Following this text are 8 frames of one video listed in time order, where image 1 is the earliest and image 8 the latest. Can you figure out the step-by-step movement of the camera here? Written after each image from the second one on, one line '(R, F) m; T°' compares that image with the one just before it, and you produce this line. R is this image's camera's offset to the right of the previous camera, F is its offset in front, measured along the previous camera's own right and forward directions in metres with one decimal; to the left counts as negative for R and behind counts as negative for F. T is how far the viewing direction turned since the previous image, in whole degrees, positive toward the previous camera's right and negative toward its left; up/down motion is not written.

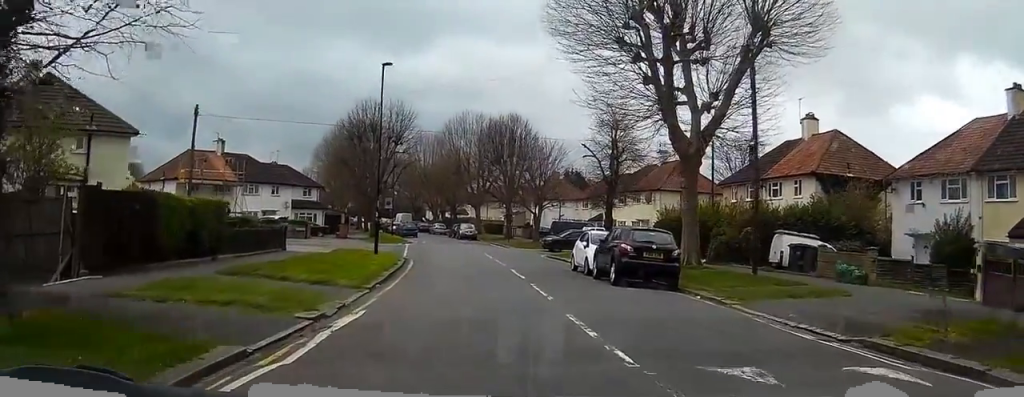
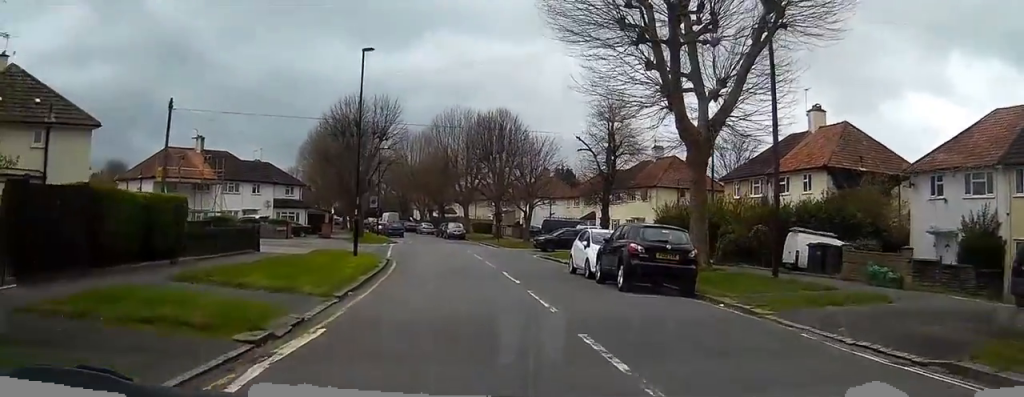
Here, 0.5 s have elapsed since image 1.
(-0.1, +2.4) m; +2°
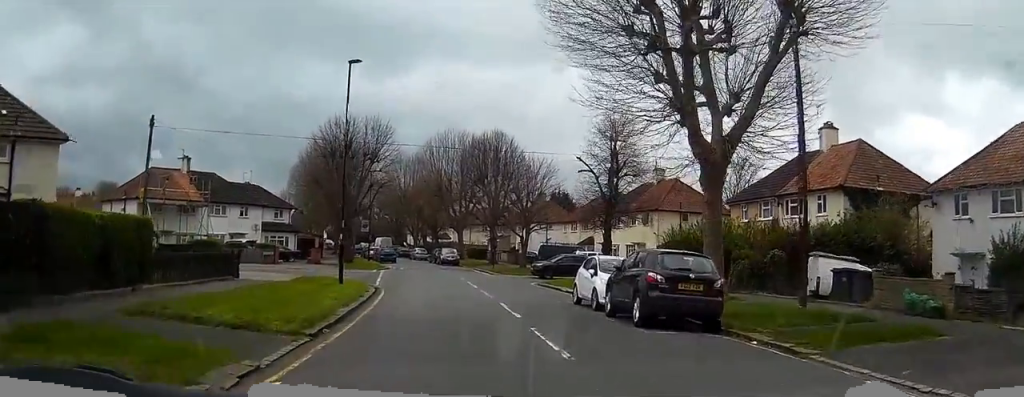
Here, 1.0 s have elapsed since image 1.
(+0.1, +2.4) m; +1°
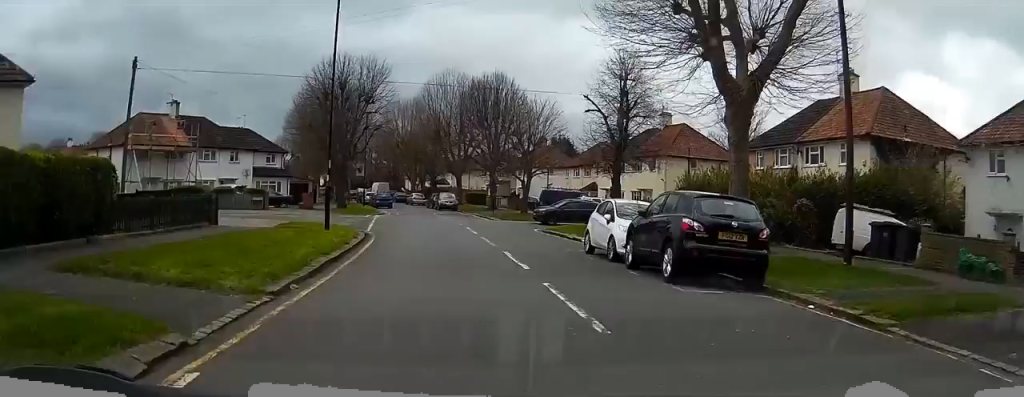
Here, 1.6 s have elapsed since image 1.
(+0.1, +2.4) m; +1°
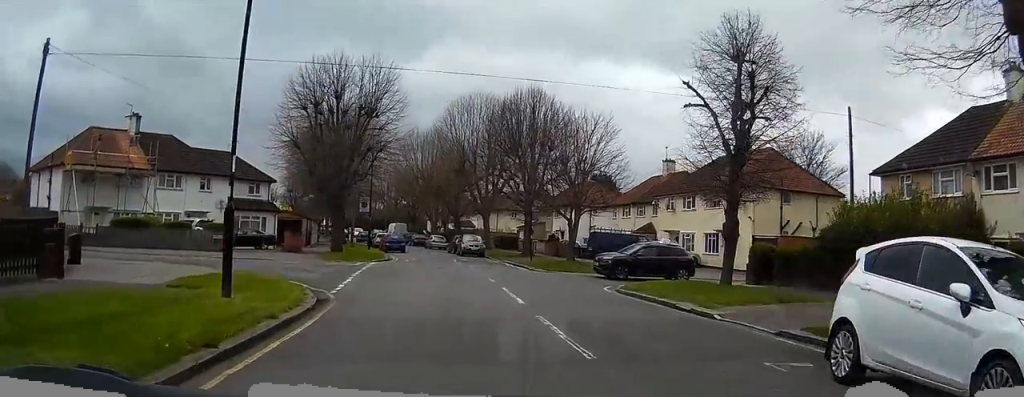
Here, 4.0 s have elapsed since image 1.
(-0.3, +11.9) m; -3°
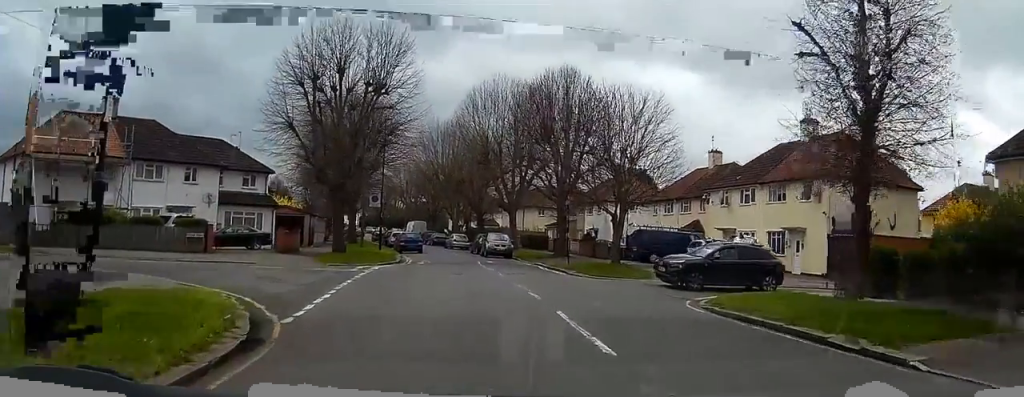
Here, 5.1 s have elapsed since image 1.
(-0.1, +6.9) m; 0°
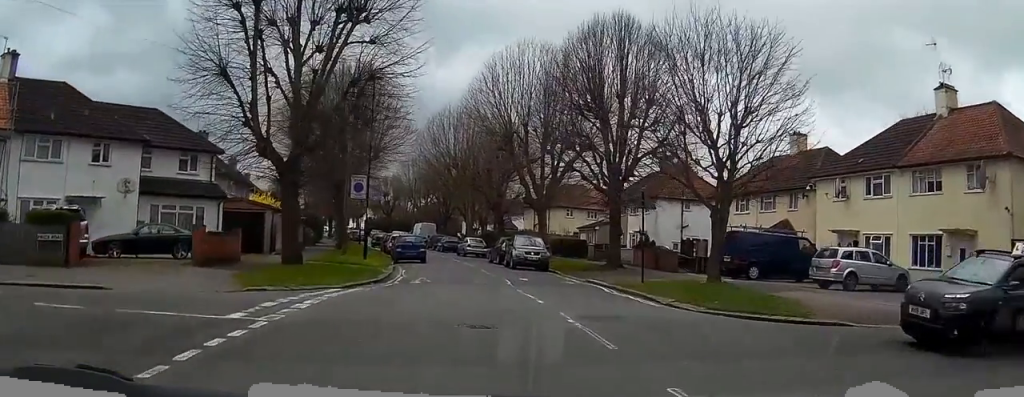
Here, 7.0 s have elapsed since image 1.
(+0.5, +13.0) m; +2°
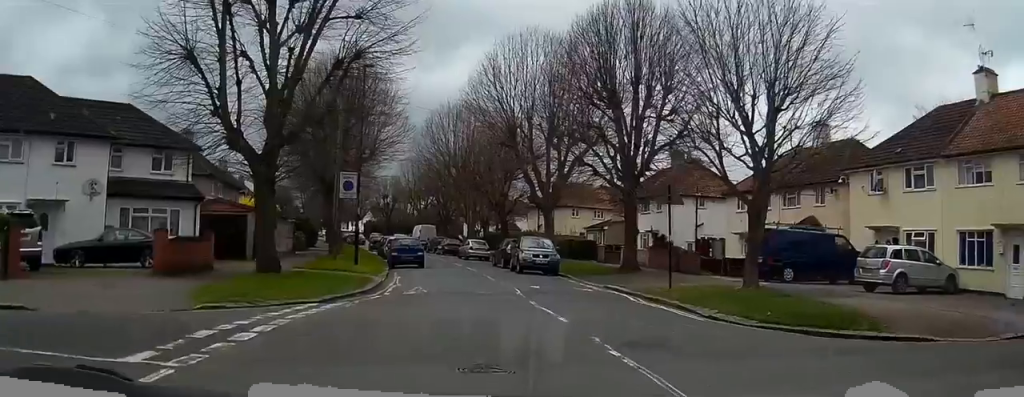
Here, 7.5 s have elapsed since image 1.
(0.0, +3.4) m; -1°
